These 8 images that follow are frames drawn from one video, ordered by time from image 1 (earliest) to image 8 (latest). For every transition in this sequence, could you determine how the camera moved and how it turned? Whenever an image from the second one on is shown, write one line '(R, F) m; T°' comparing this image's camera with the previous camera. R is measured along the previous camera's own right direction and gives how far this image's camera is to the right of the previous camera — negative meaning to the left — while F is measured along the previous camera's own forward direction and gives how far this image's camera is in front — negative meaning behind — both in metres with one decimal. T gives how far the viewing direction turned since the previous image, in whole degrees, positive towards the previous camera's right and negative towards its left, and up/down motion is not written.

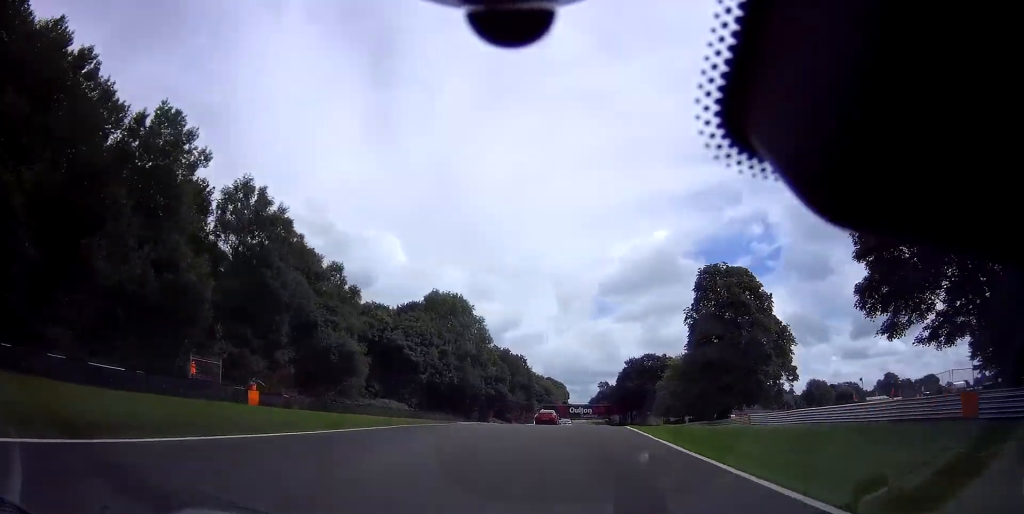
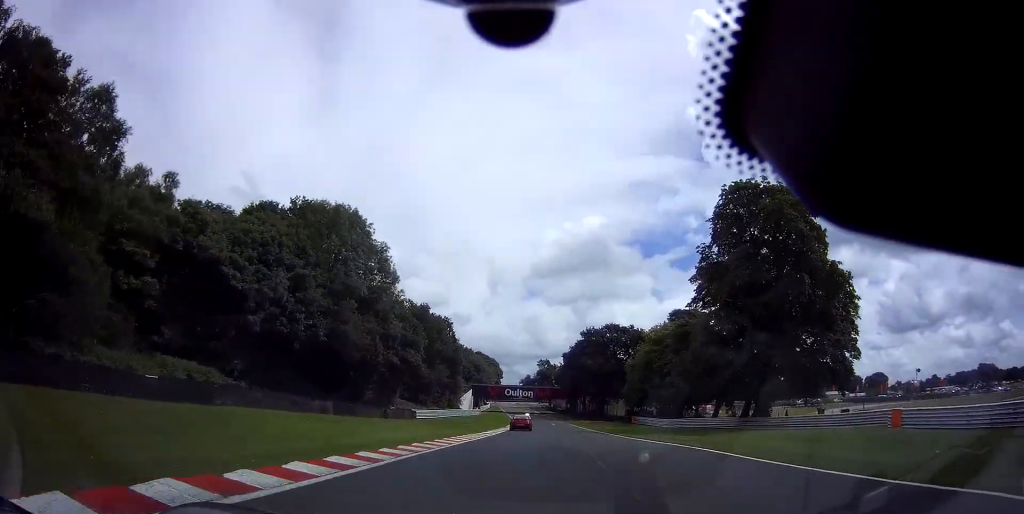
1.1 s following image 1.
(+2.3, +31.6) m; +7°
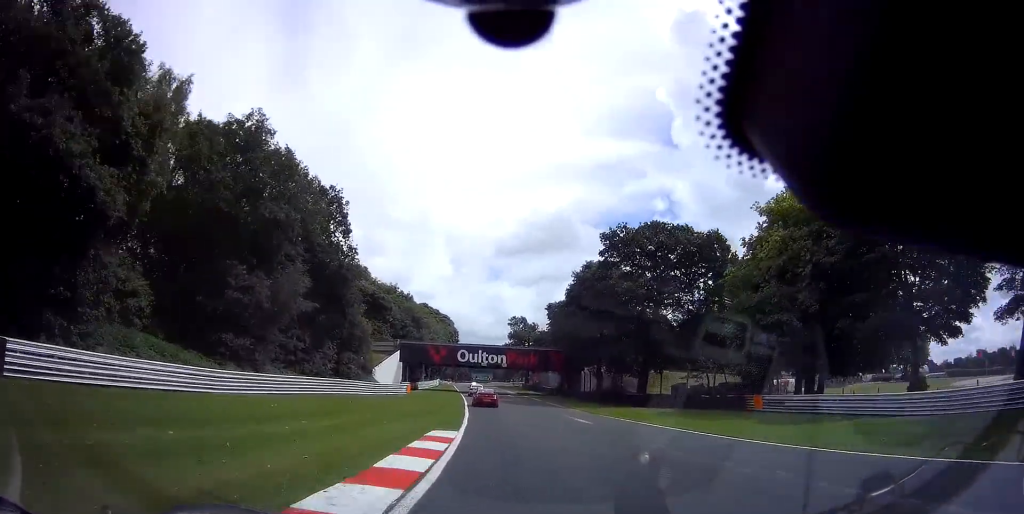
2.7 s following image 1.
(+3.1, +50.3) m; +4°
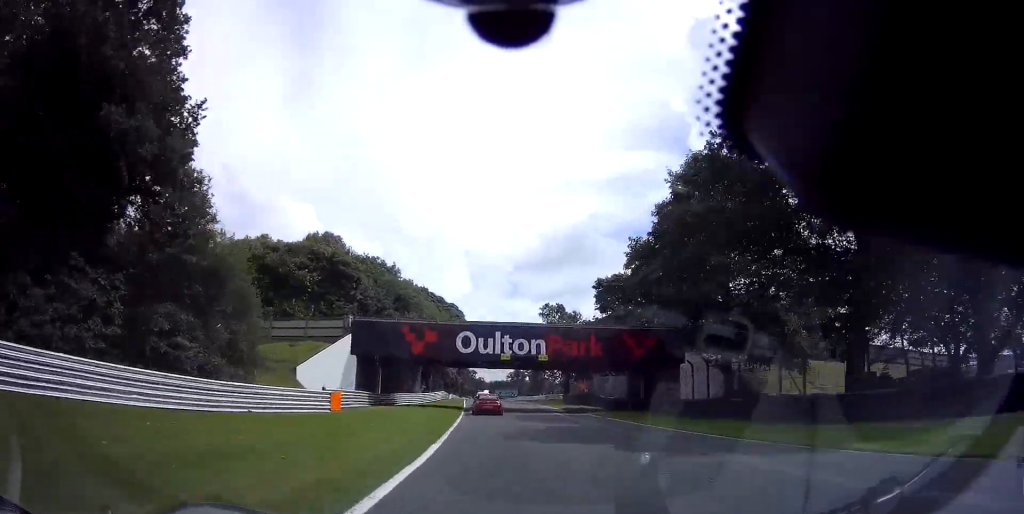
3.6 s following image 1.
(-0.2, +31.3) m; -1°
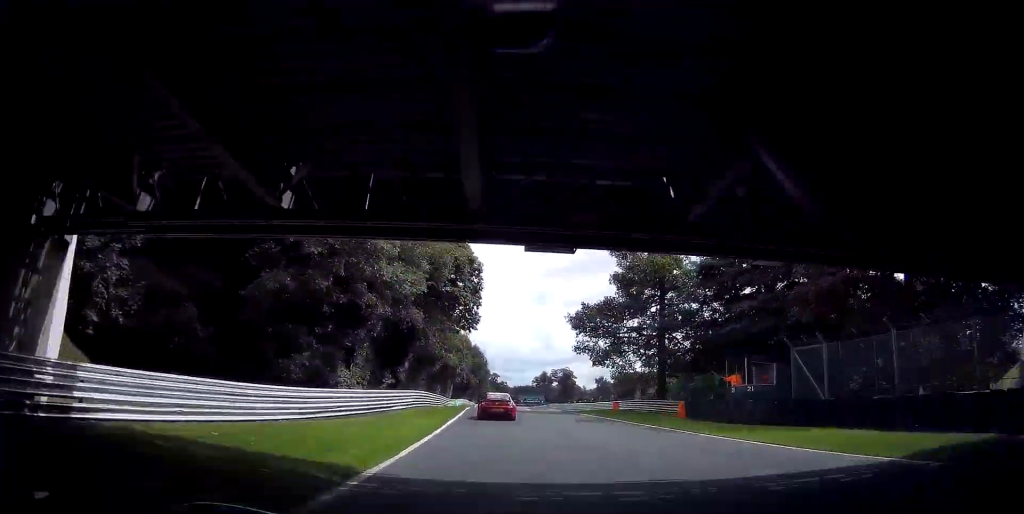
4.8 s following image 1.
(-0.8, +38.5) m; -2°
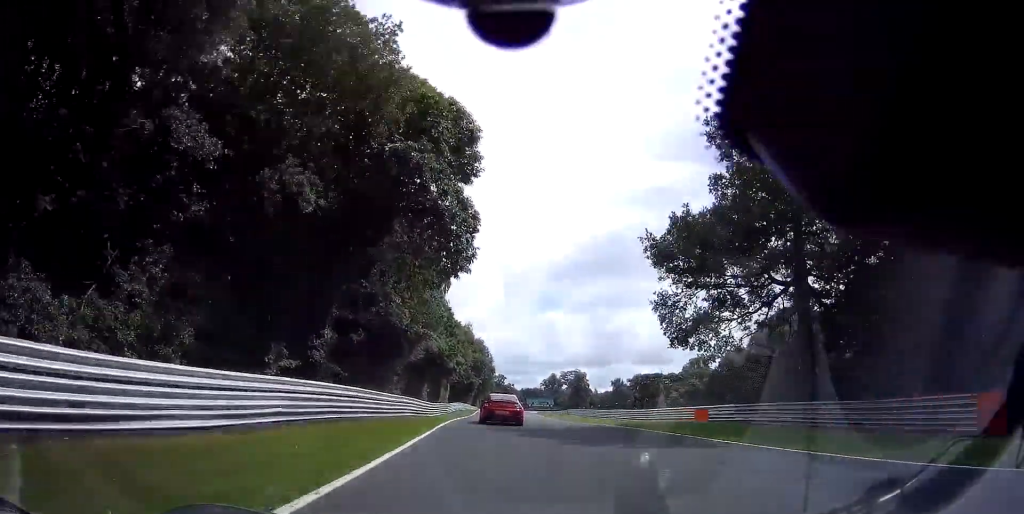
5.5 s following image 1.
(-0.2, +21.4) m; -1°
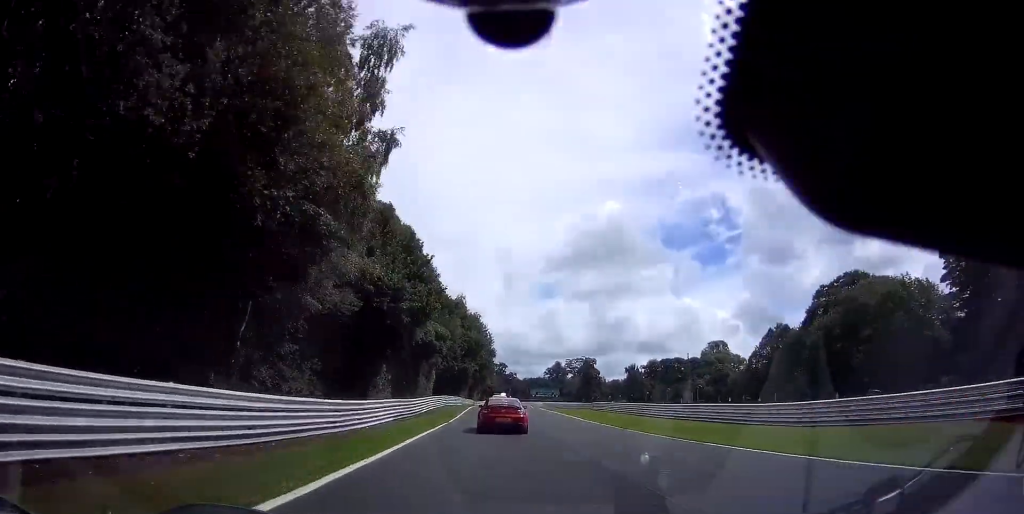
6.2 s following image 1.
(-0.5, +23.8) m; 0°
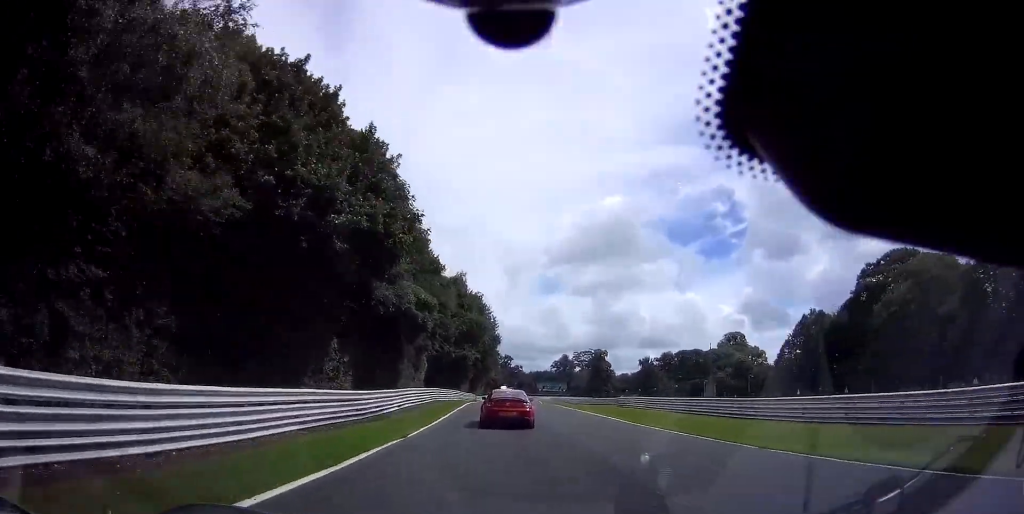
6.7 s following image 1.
(-0.2, +13.3) m; 0°
